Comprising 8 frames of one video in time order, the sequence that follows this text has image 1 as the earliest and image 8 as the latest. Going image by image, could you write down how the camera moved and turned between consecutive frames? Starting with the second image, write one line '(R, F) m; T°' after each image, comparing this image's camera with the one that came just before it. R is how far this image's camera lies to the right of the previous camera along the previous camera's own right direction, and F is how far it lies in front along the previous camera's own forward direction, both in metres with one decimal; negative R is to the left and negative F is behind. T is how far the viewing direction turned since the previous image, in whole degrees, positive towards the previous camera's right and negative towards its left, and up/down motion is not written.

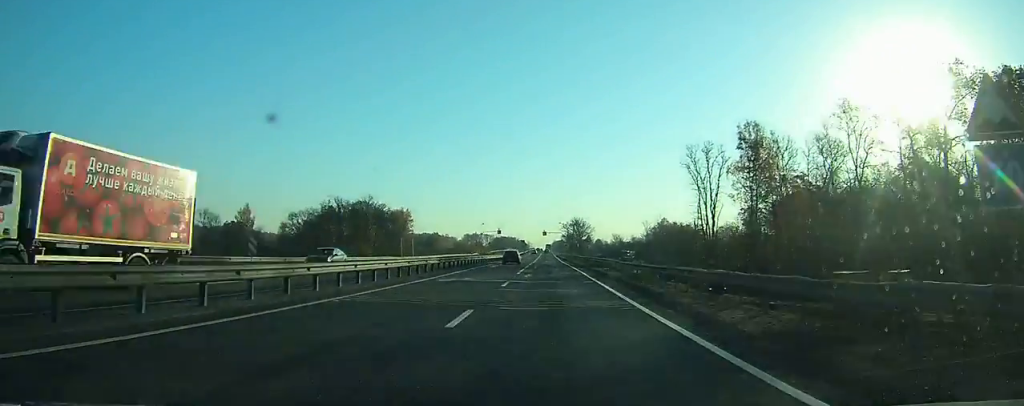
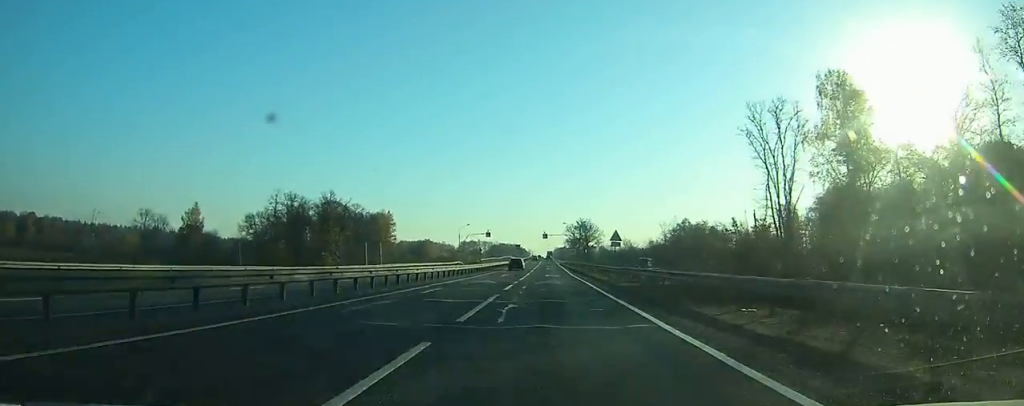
(0.0, +33.9) m; 0°
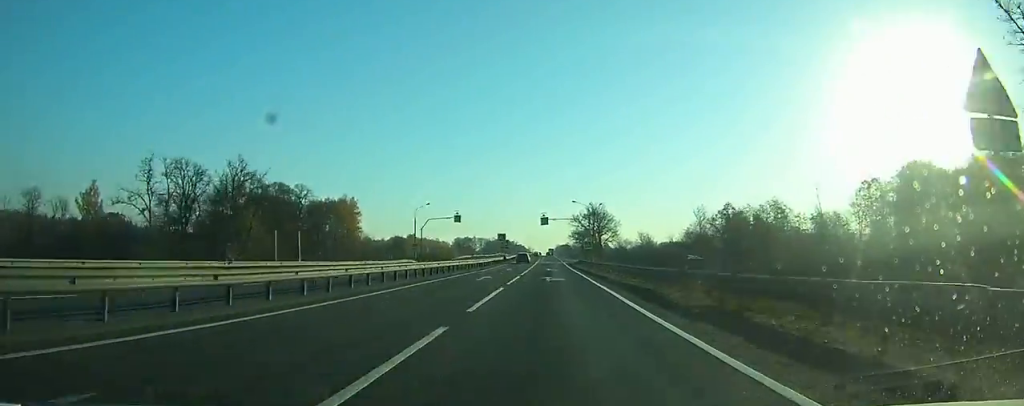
(+0.1, +46.3) m; 0°
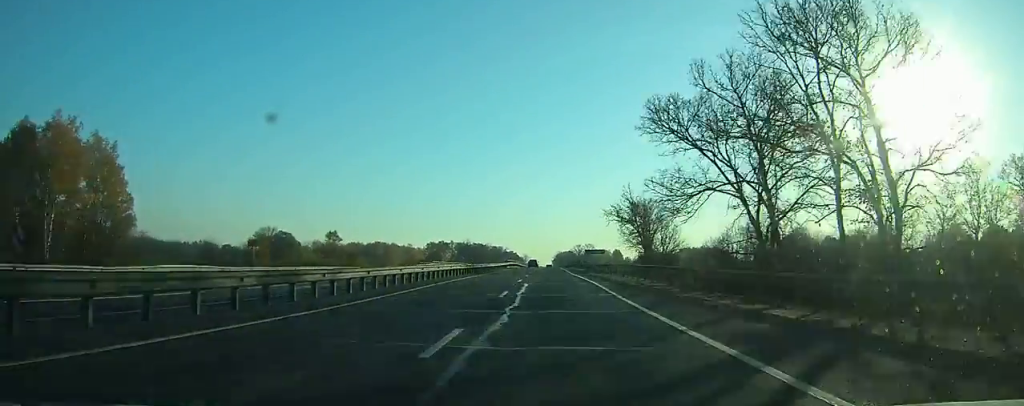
(-0.4, +125.8) m; 0°
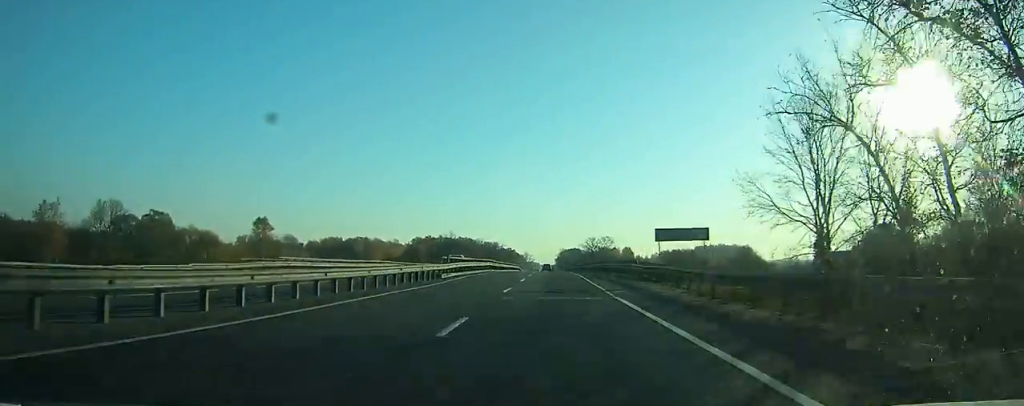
(0.0, +58.0) m; 0°
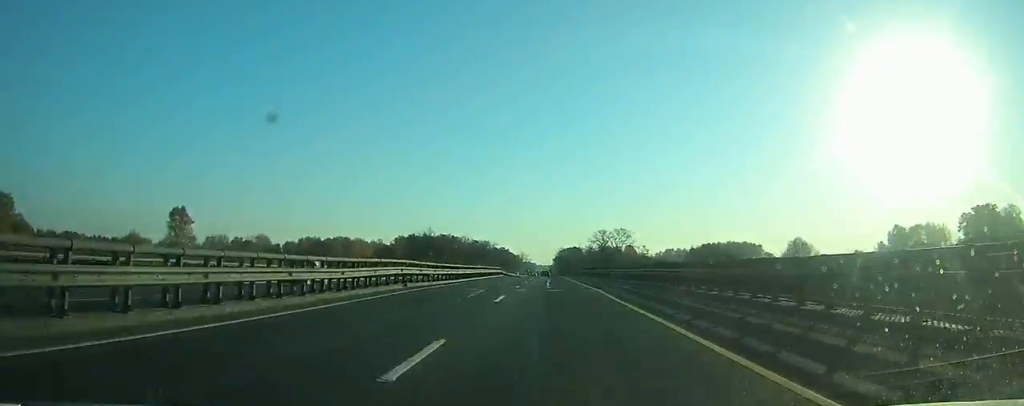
(-0.1, +37.9) m; 0°
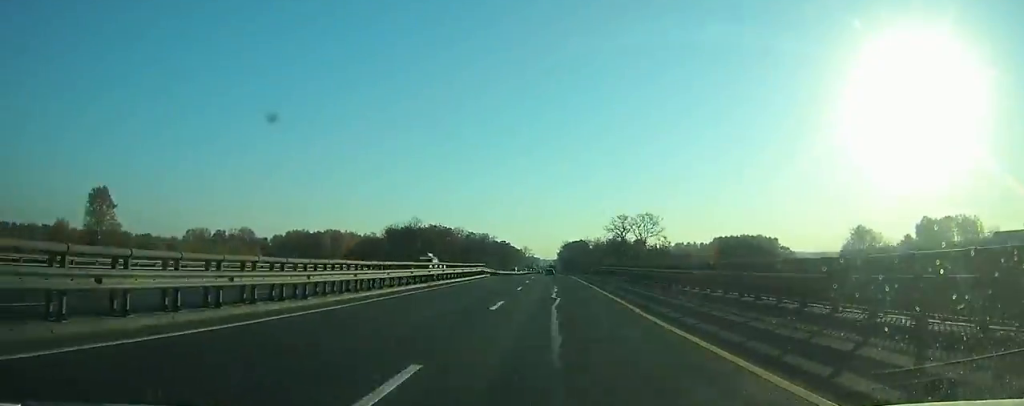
(0.0, +27.0) m; 0°
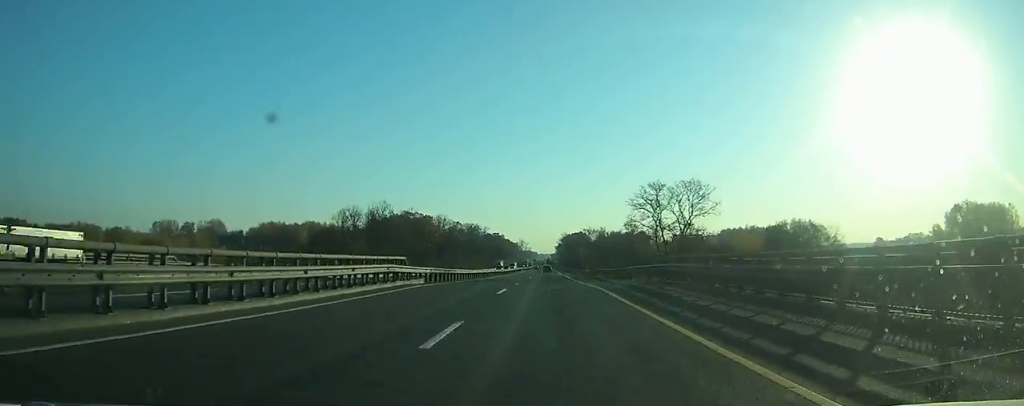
(0.0, +31.9) m; 0°
